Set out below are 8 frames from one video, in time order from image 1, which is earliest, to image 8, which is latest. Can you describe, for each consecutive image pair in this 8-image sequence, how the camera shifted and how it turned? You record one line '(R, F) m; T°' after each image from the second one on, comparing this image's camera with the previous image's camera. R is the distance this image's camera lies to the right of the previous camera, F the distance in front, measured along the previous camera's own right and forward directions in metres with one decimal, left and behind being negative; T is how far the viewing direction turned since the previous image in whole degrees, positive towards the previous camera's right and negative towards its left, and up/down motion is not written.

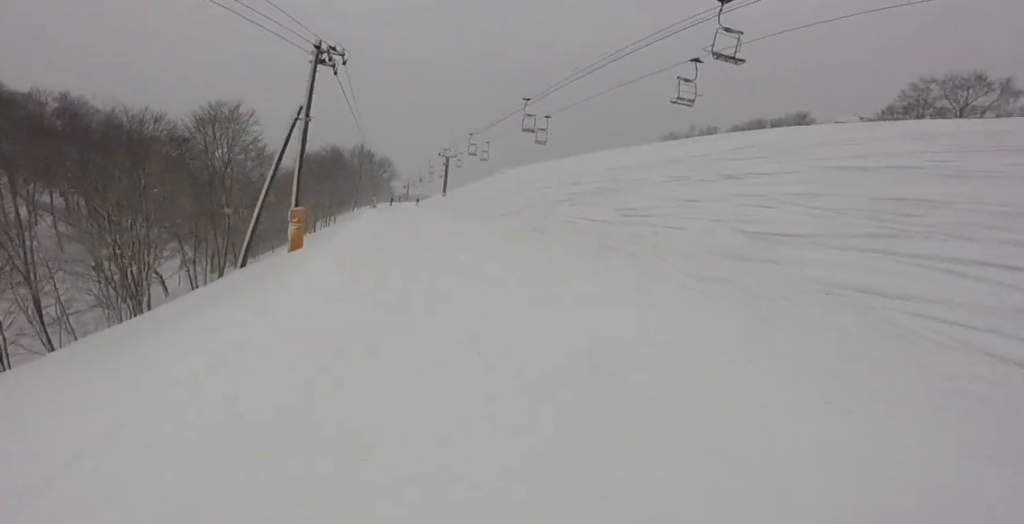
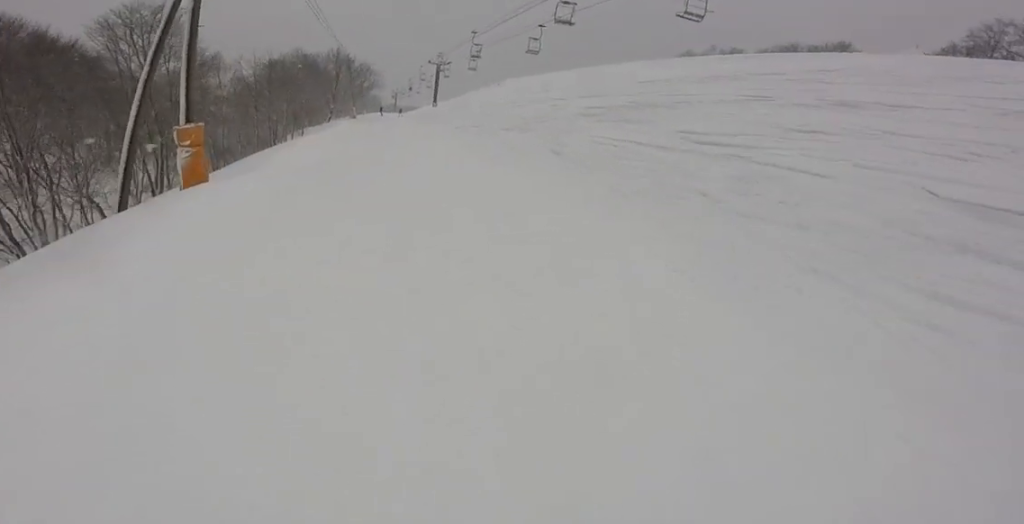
(+0.6, +5.7) m; +2°
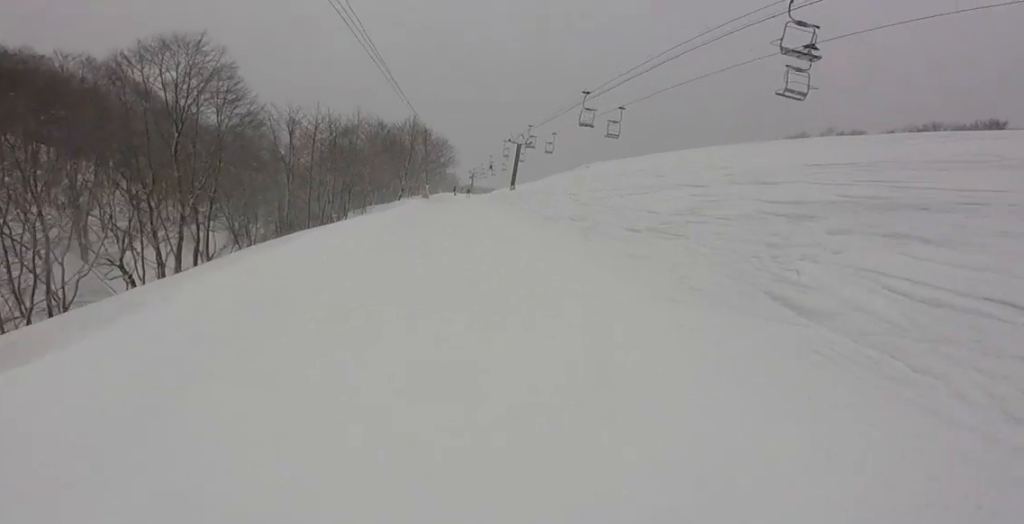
(-1.3, +8.2) m; -17°
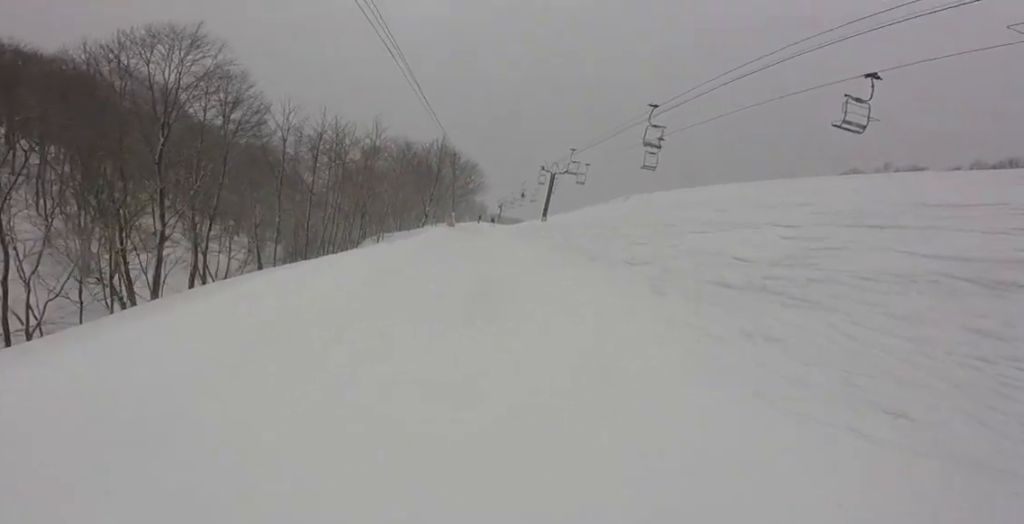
(-0.4, +4.2) m; +2°
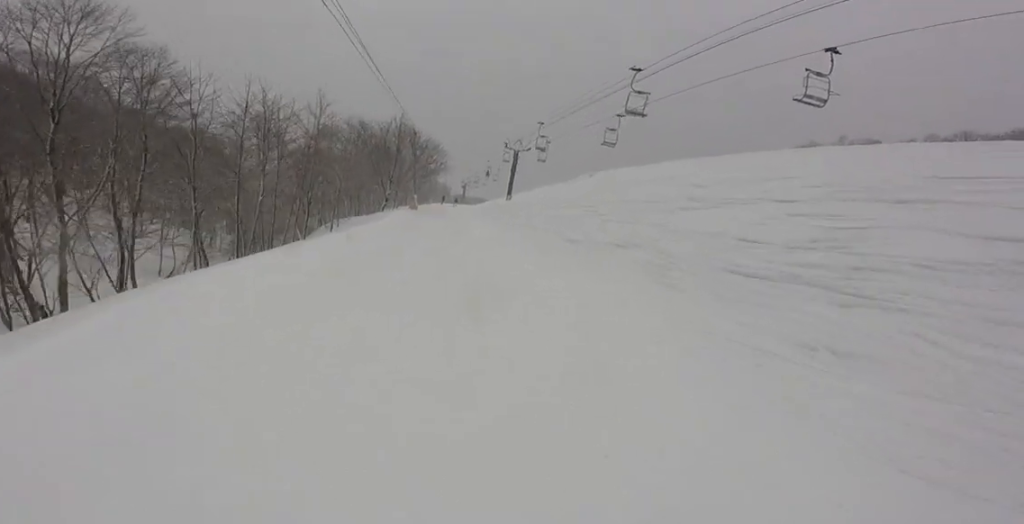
(-0.5, +2.5) m; +5°
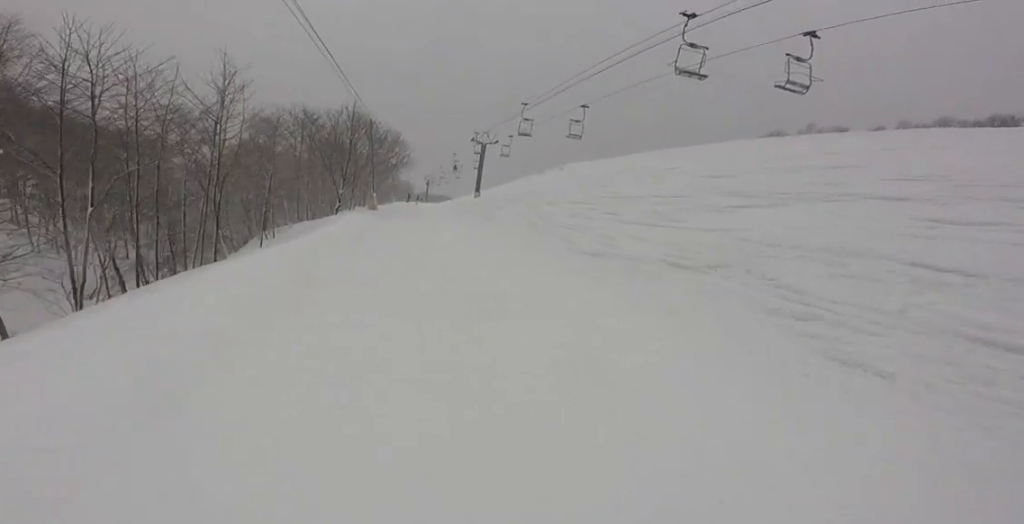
(+1.6, +5.8) m; +7°
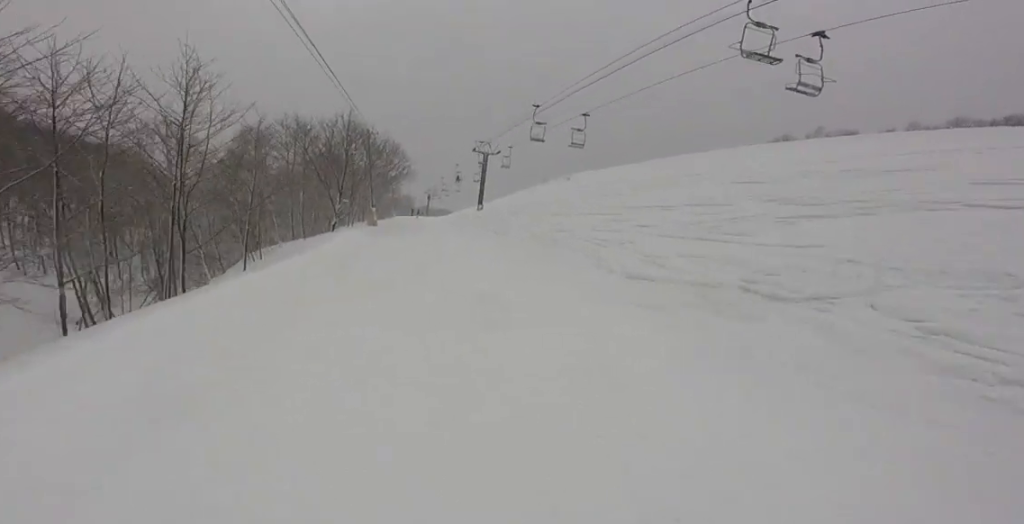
(-0.3, +2.5) m; -8°
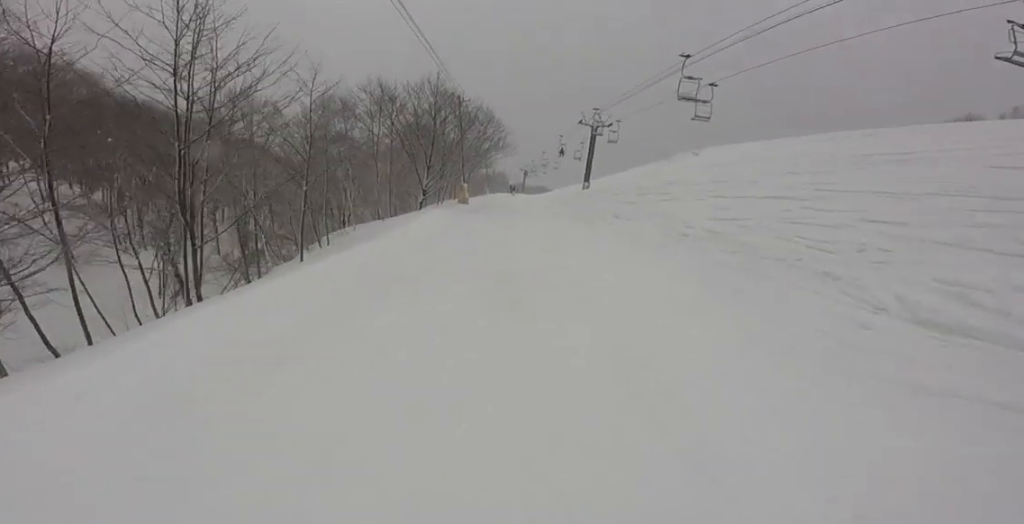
(-0.6, +4.4) m; -5°
